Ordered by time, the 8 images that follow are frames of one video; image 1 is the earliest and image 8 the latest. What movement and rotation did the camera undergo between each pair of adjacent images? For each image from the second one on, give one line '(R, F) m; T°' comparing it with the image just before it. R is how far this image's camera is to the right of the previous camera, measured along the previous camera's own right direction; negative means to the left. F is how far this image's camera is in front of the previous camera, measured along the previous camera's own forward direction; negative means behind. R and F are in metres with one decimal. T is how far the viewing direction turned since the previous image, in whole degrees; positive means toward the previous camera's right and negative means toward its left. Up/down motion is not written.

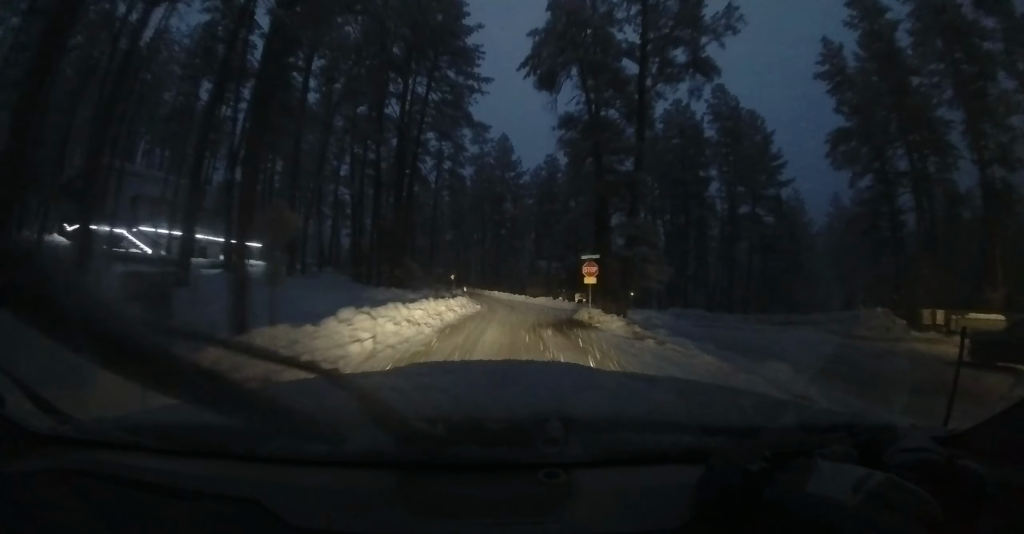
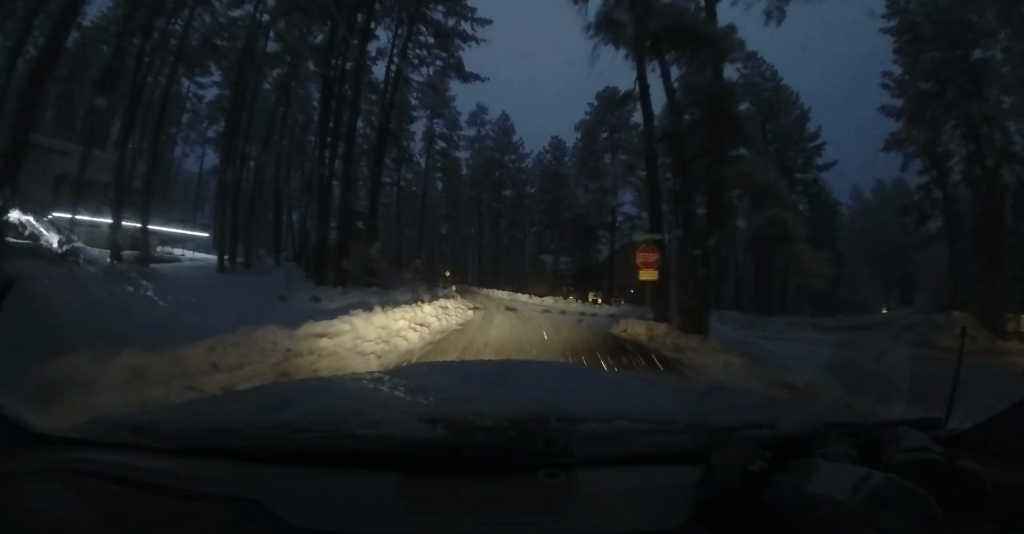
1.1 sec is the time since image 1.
(-0.1, +6.5) m; -1°
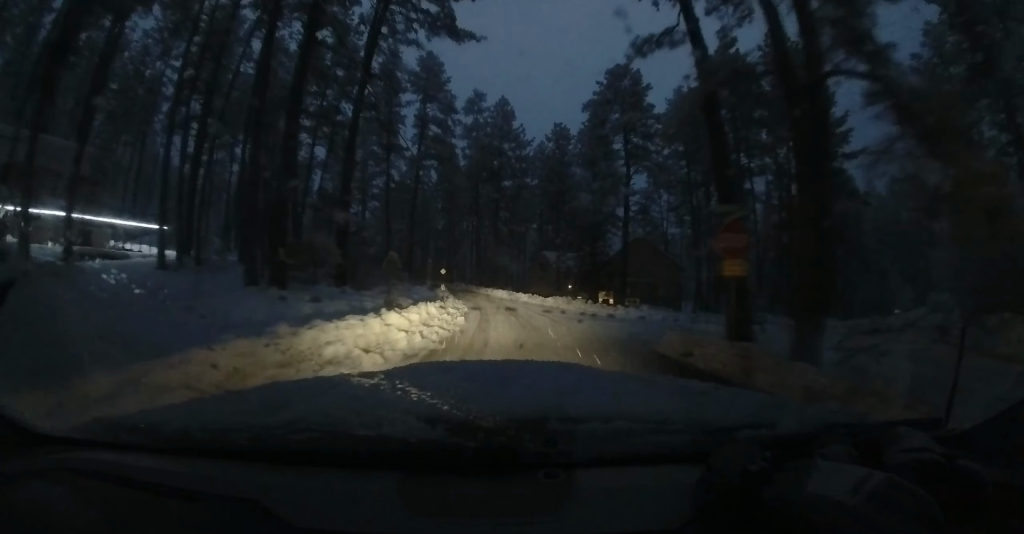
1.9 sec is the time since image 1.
(0.0, +4.0) m; +1°
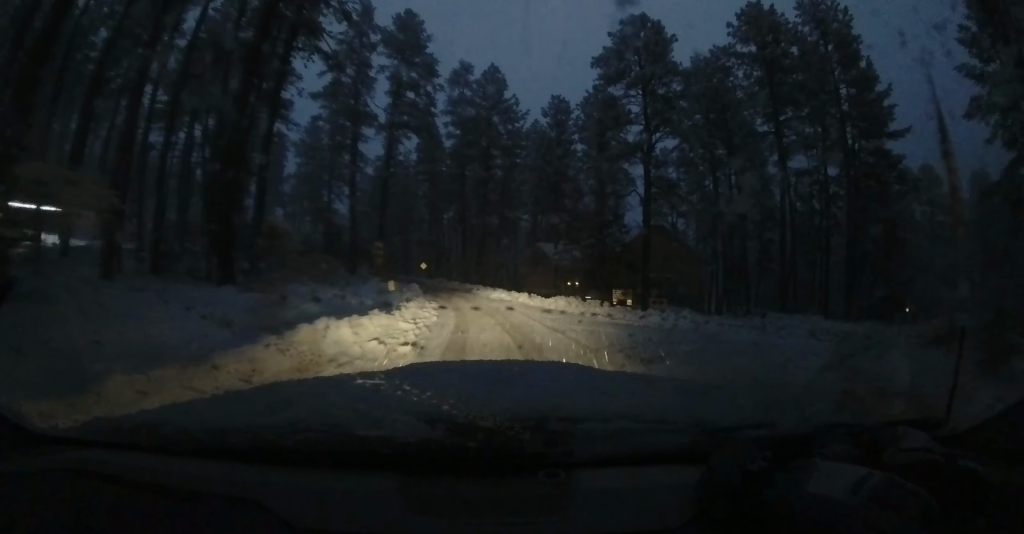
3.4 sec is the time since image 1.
(+0.5, +6.7) m; +25°
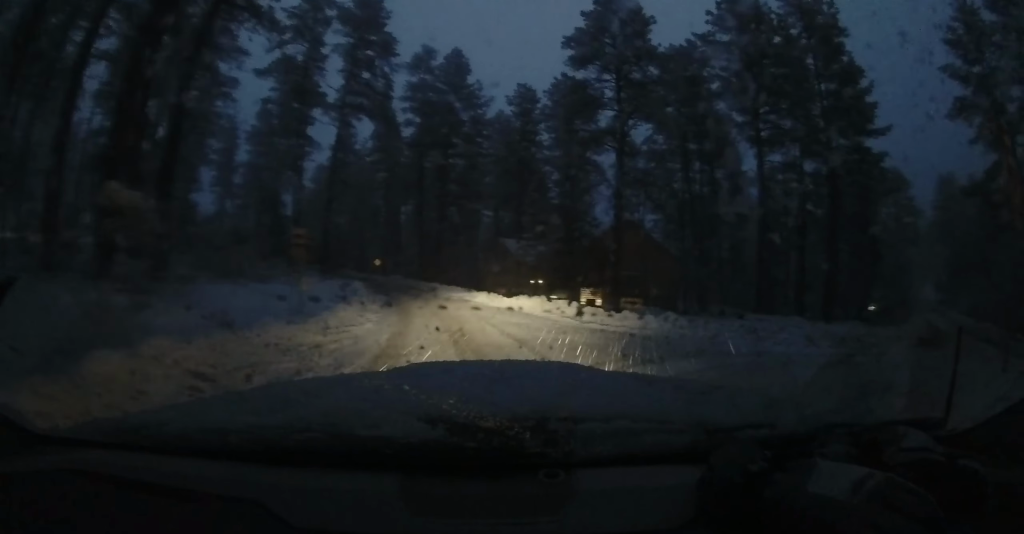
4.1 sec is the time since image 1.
(+0.5, +2.4) m; +28°
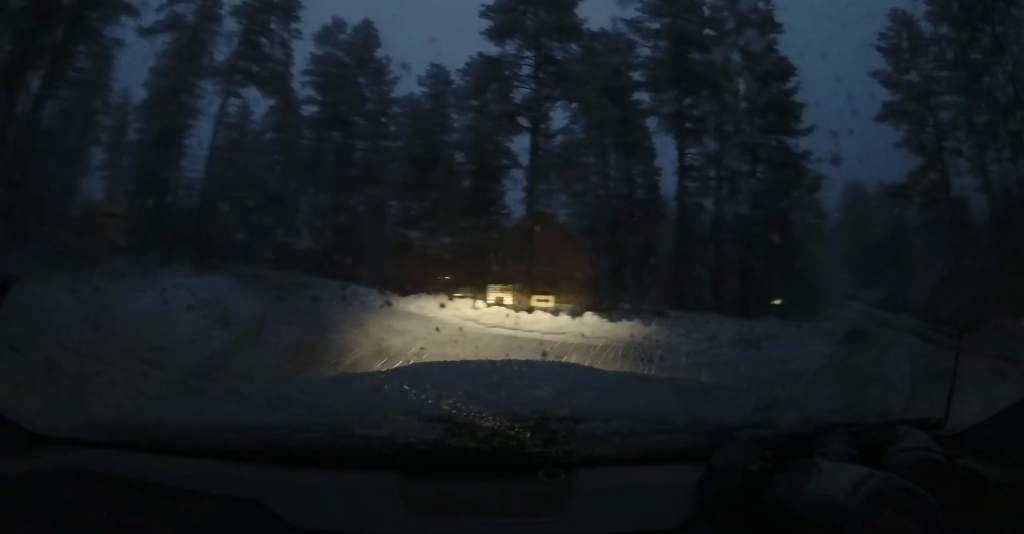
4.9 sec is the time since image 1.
(+1.0, +2.6) m; +20°
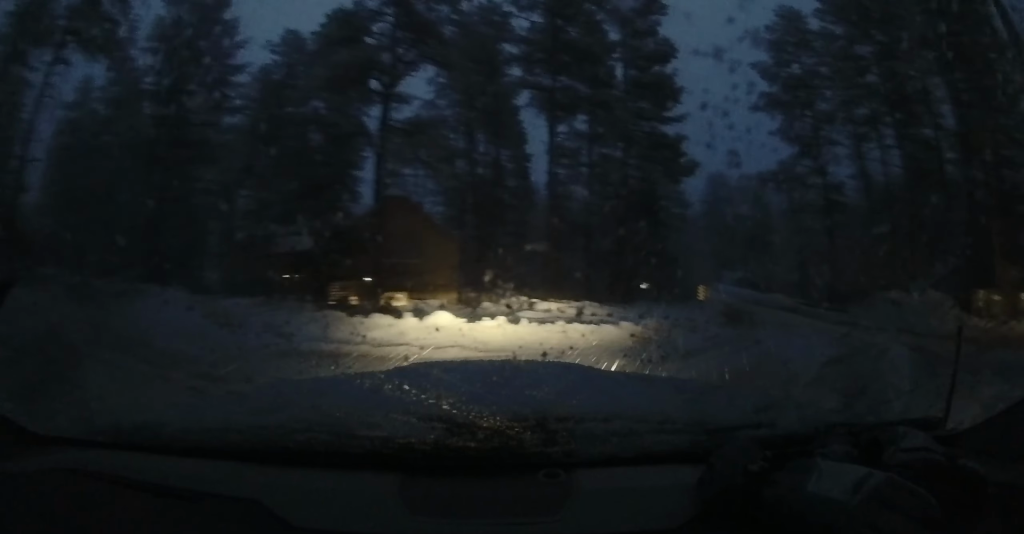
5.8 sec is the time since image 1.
(+0.4, +3.1) m; +7°
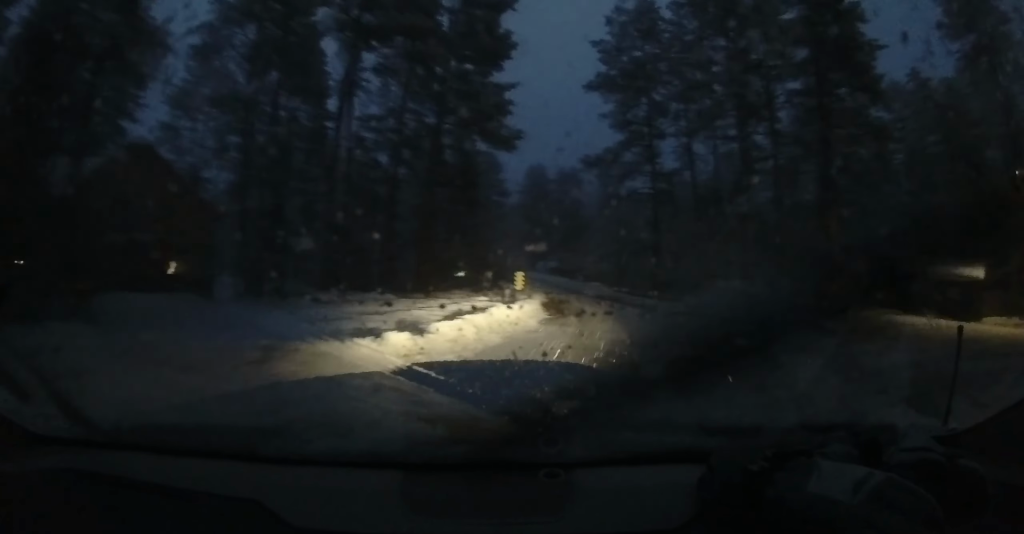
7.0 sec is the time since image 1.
(0.0, +4.8) m; 0°
